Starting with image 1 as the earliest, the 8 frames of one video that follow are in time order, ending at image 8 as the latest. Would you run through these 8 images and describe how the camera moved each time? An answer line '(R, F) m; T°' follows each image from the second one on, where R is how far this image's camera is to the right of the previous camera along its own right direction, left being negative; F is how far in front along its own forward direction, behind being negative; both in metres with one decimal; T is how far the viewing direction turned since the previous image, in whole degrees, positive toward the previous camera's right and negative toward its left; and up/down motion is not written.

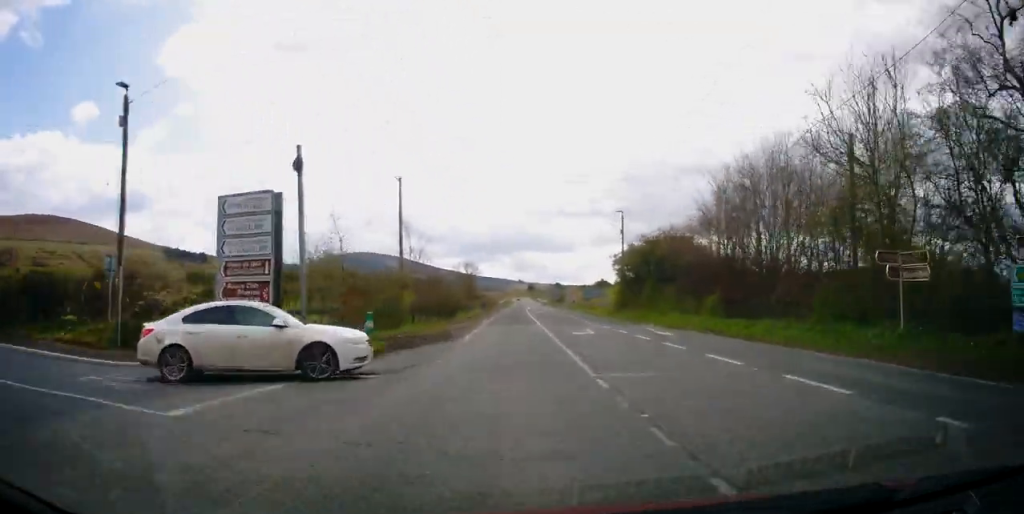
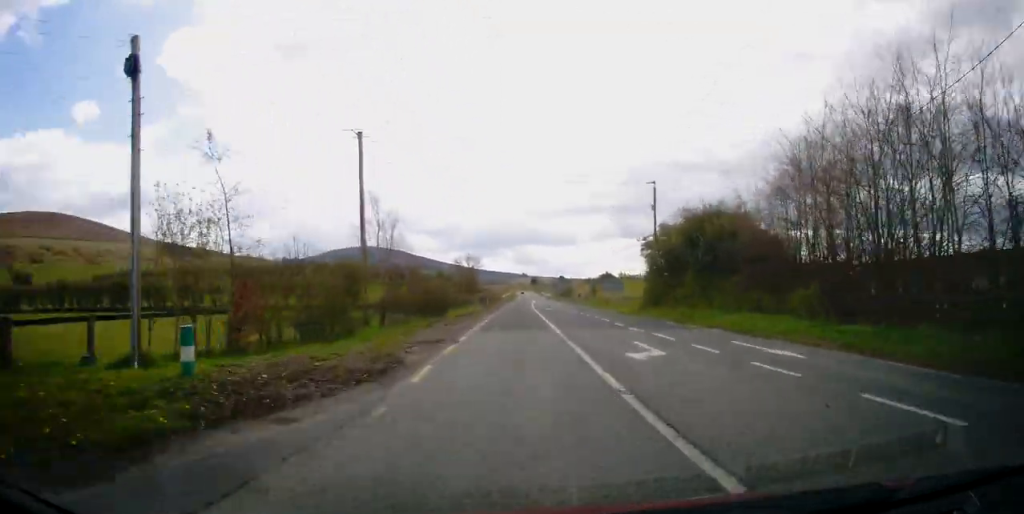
(0.0, +10.5) m; 0°
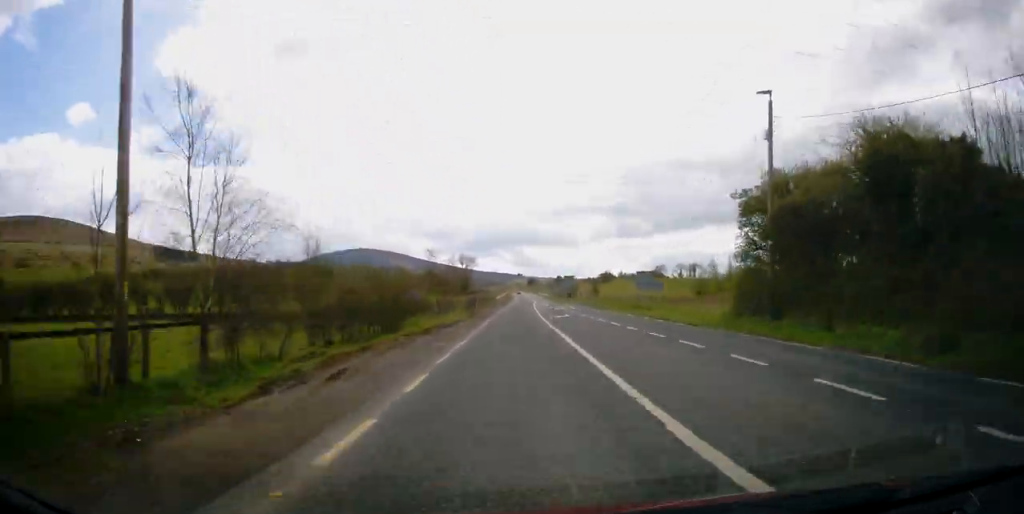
(0.0, +18.7) m; 0°
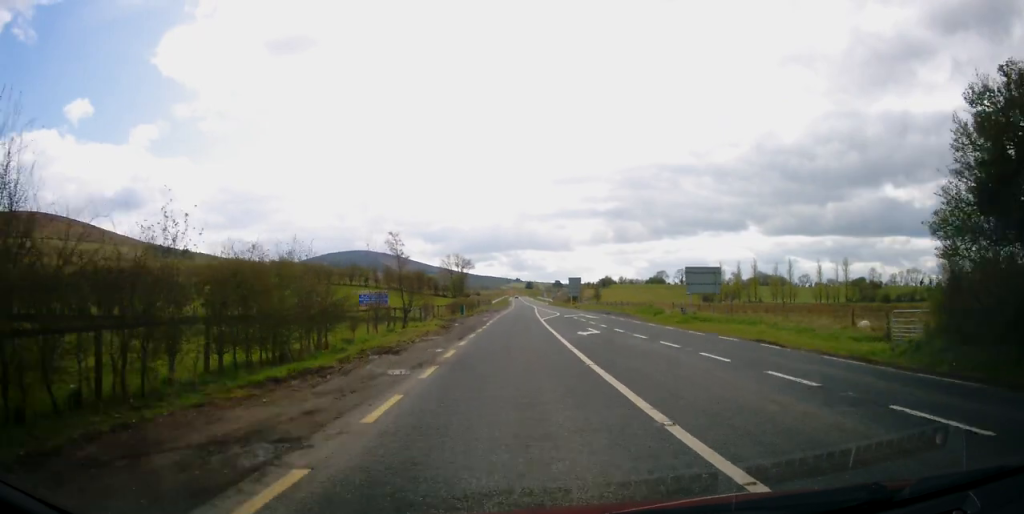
(0.0, +13.8) m; 0°
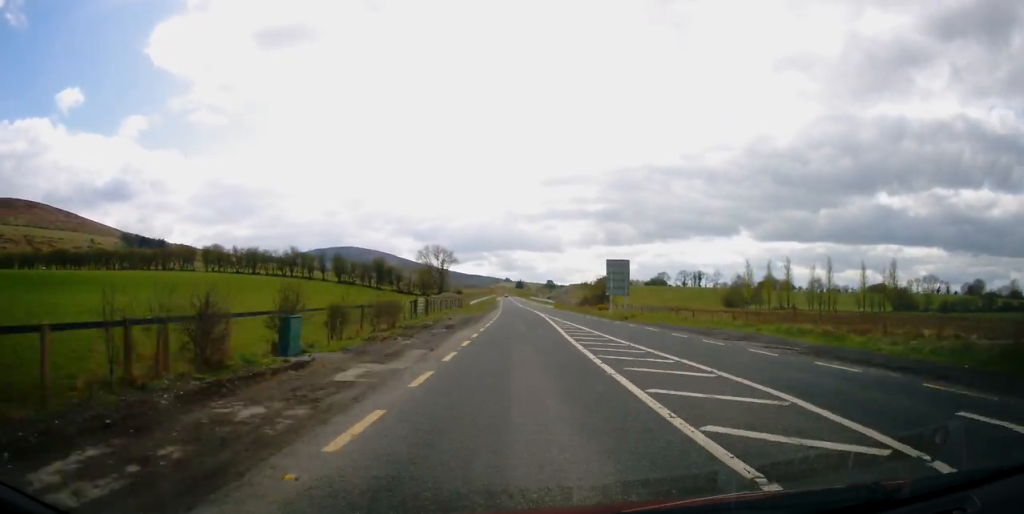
(+0.5, +43.9) m; +1°
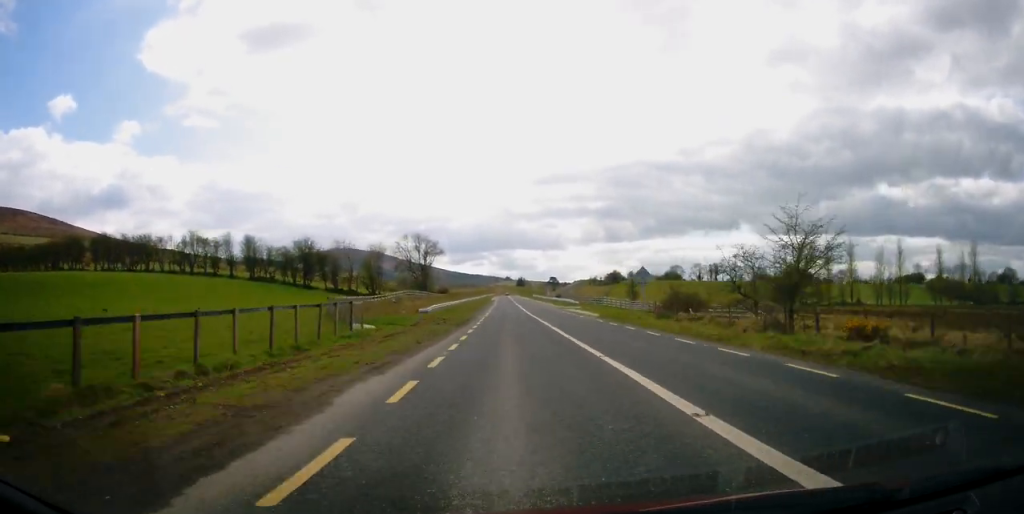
(+0.1, +47.6) m; 0°
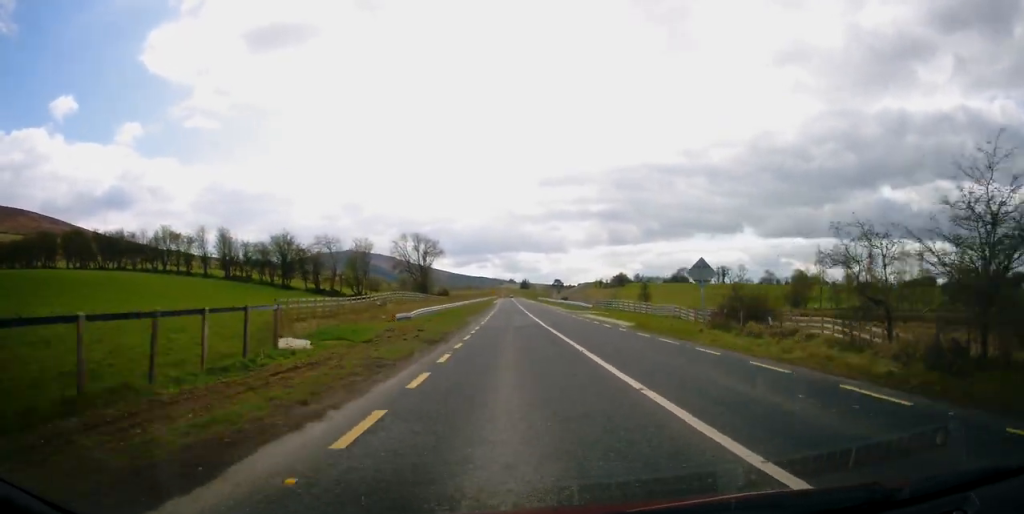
(0.0, +9.9) m; 0°
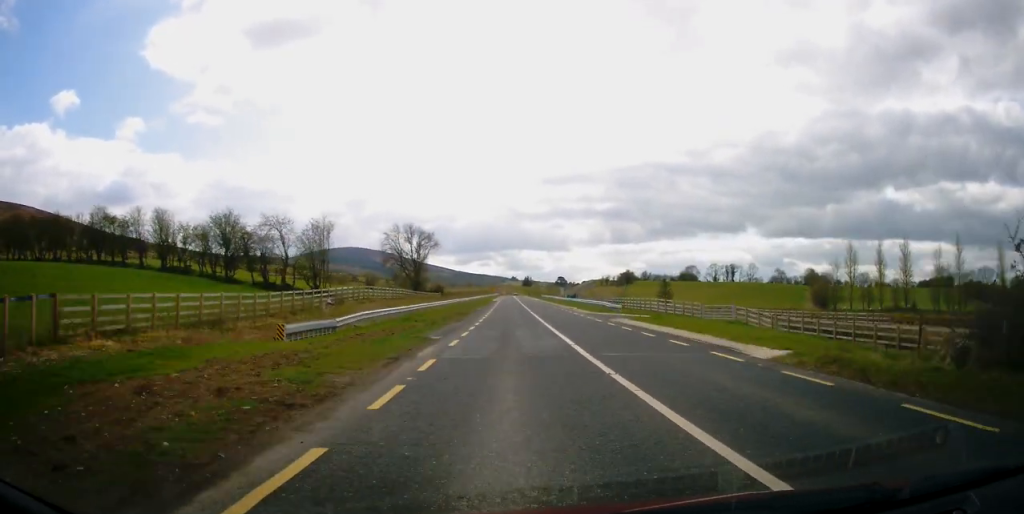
(-0.2, +17.5) m; 0°
